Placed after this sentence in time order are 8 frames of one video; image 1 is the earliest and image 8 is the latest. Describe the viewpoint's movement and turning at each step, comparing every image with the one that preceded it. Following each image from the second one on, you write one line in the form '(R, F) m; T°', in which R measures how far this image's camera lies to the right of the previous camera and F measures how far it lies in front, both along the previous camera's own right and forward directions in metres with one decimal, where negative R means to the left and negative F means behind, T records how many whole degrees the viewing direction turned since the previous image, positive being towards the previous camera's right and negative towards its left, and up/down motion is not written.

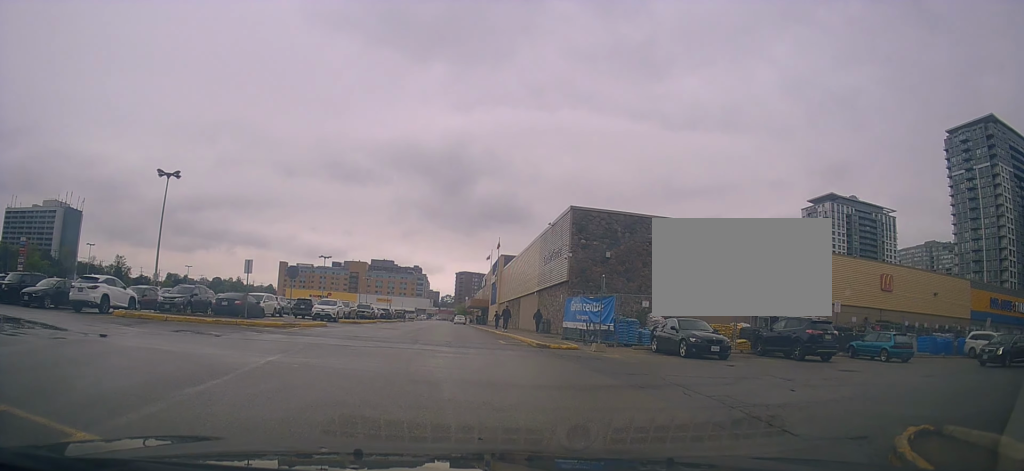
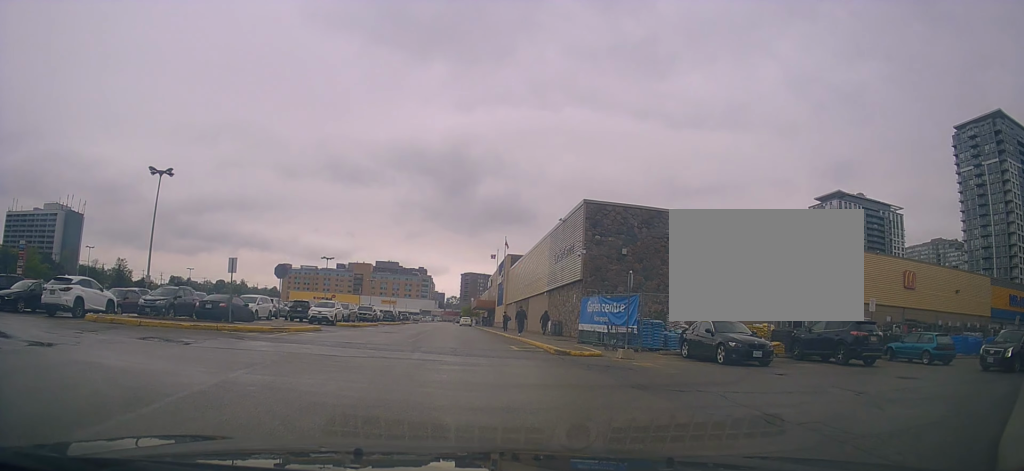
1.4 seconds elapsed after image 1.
(+0.1, +2.0) m; -3°
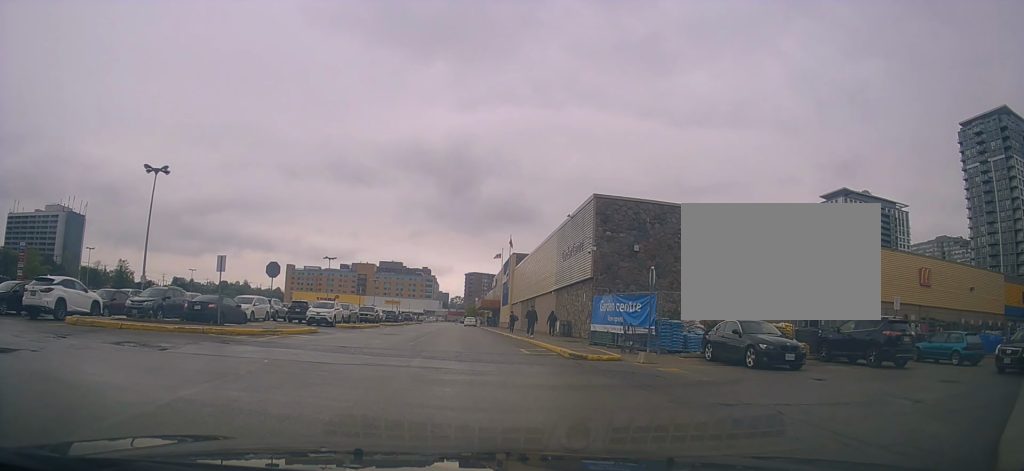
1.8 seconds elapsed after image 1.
(-0.1, +1.2) m; -3°
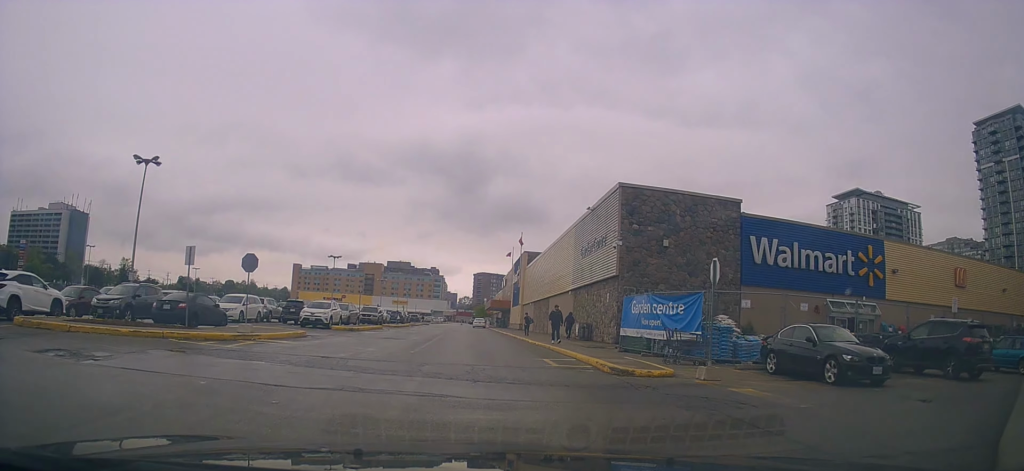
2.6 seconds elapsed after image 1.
(-0.1, +2.5) m; -3°
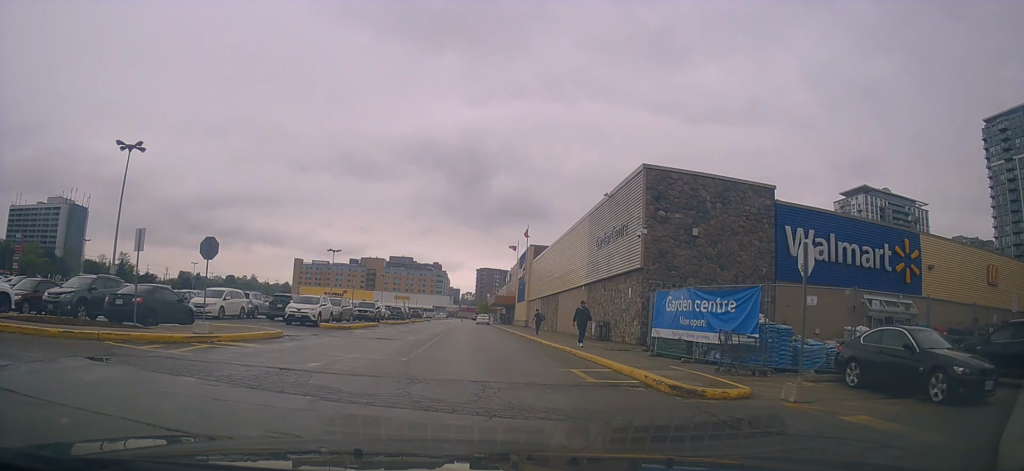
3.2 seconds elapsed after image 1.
(0.0, +3.1) m; -5°
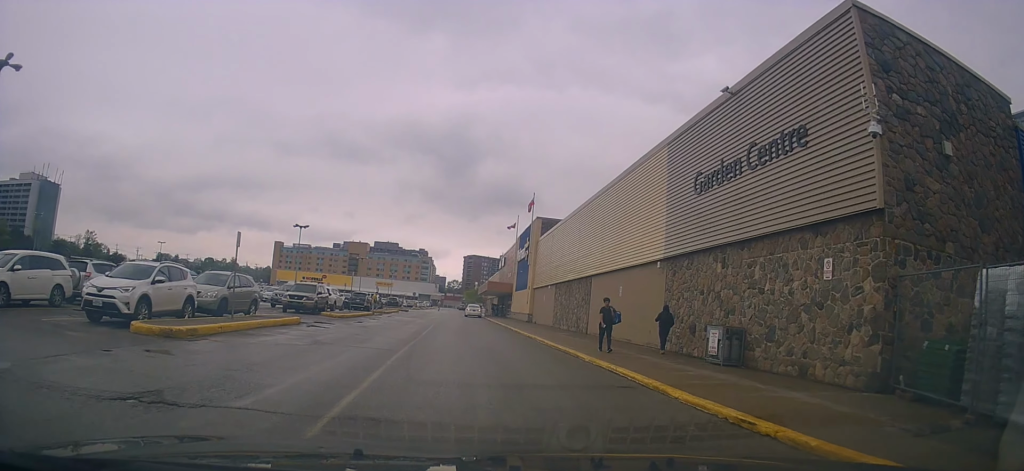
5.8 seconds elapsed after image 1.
(-0.4, +16.1) m; +5°
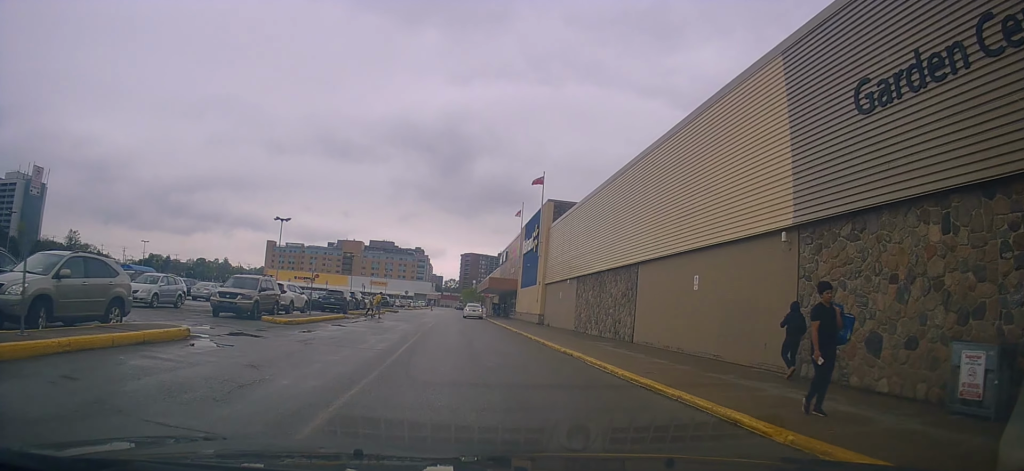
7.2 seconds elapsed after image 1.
(-0.4, +9.3) m; -6°
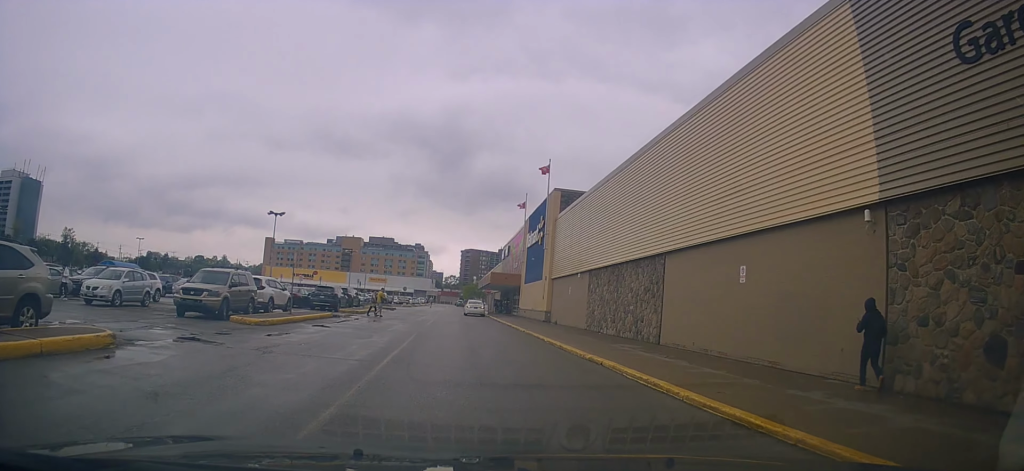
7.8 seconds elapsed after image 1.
(-0.1, +3.3) m; 0°
